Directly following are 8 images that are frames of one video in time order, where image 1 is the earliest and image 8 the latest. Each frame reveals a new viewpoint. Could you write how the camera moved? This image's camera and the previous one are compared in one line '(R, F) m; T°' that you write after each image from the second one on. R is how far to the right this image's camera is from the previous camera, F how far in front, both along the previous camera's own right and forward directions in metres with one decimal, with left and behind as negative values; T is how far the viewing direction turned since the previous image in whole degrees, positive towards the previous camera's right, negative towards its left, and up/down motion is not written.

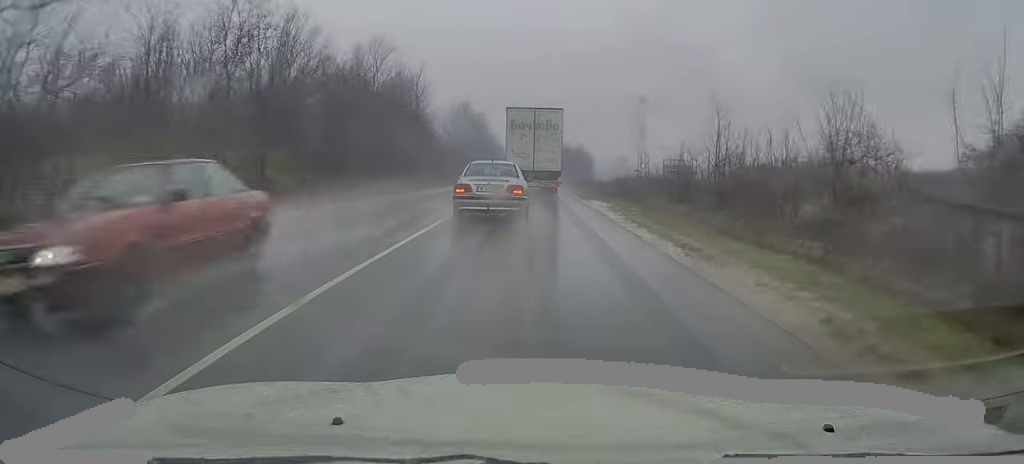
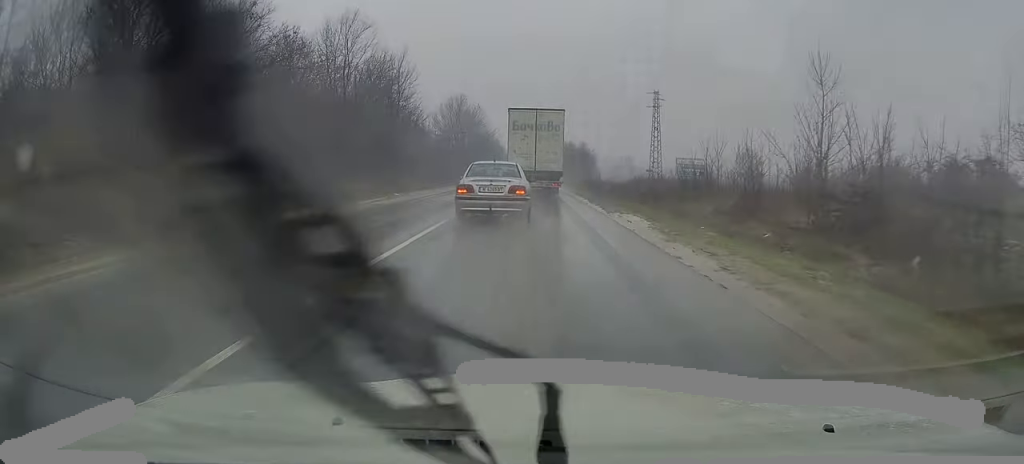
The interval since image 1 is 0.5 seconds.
(-0.1, +8.7) m; 0°
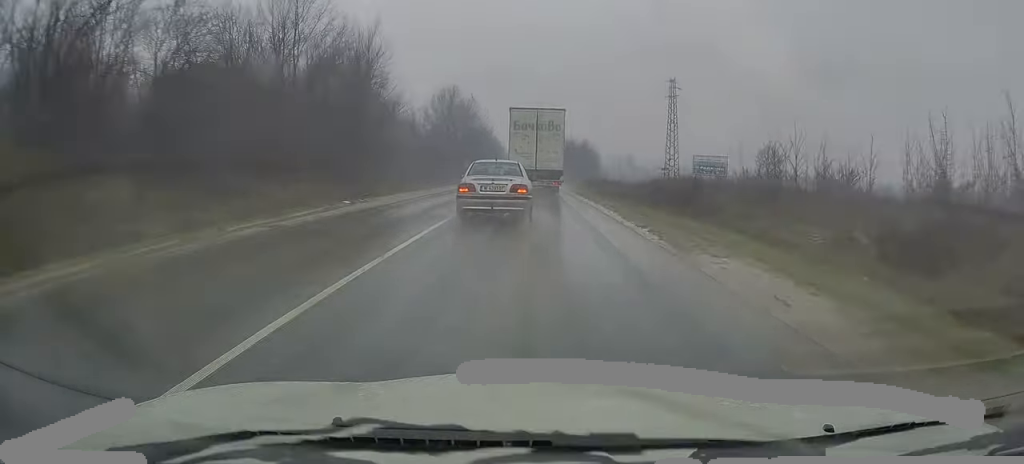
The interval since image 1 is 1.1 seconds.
(0.0, +9.8) m; 0°
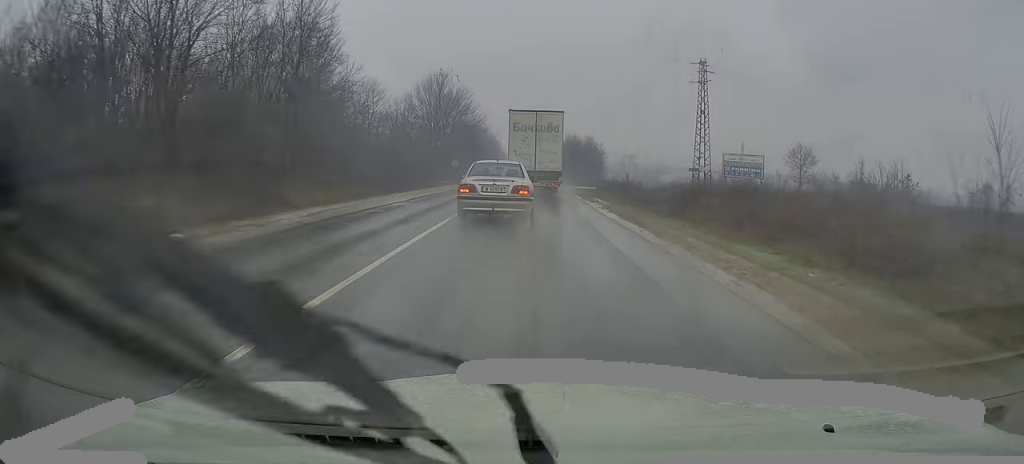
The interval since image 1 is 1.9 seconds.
(0.0, +13.2) m; 0°
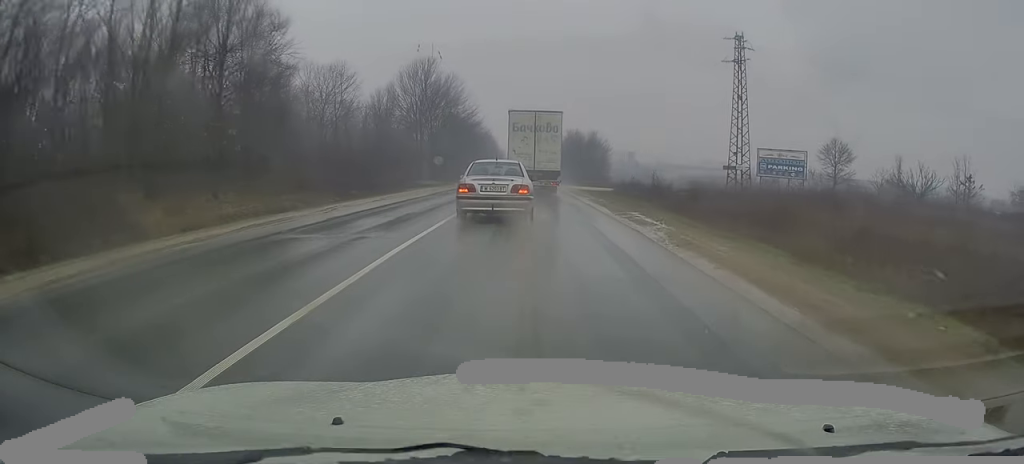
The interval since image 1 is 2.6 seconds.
(-0.1, +11.3) m; 0°
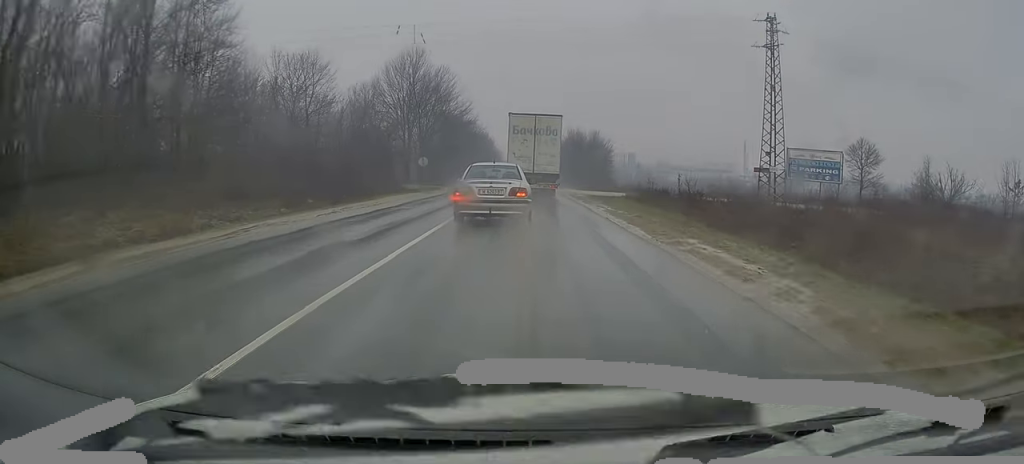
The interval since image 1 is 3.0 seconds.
(0.0, +7.4) m; 0°
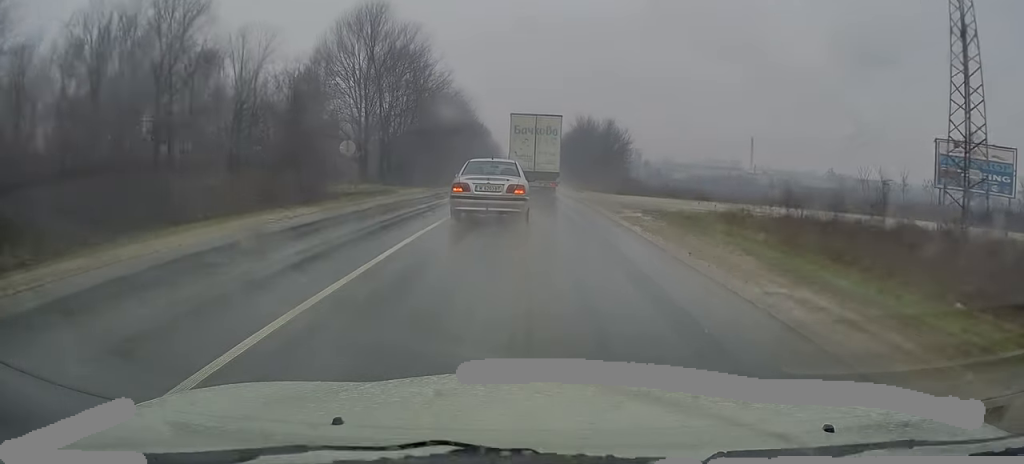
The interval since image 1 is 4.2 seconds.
(+0.1, +20.5) m; +1°
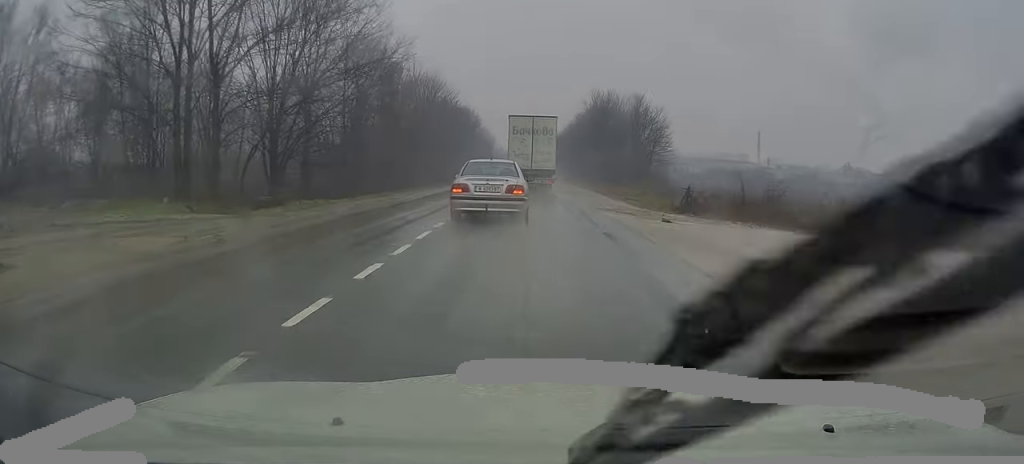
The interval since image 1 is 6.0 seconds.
(0.0, +29.2) m; -1°
